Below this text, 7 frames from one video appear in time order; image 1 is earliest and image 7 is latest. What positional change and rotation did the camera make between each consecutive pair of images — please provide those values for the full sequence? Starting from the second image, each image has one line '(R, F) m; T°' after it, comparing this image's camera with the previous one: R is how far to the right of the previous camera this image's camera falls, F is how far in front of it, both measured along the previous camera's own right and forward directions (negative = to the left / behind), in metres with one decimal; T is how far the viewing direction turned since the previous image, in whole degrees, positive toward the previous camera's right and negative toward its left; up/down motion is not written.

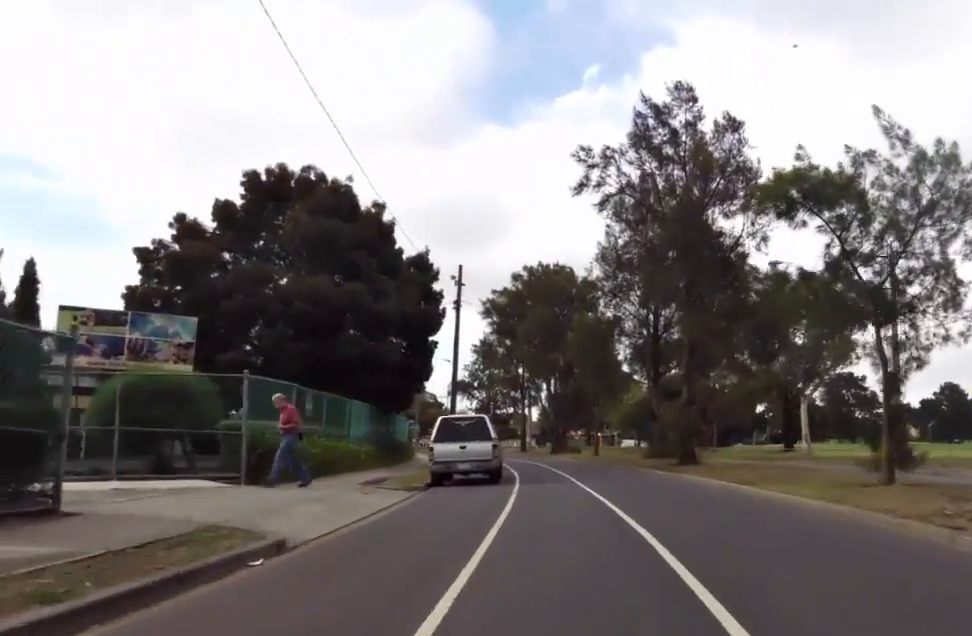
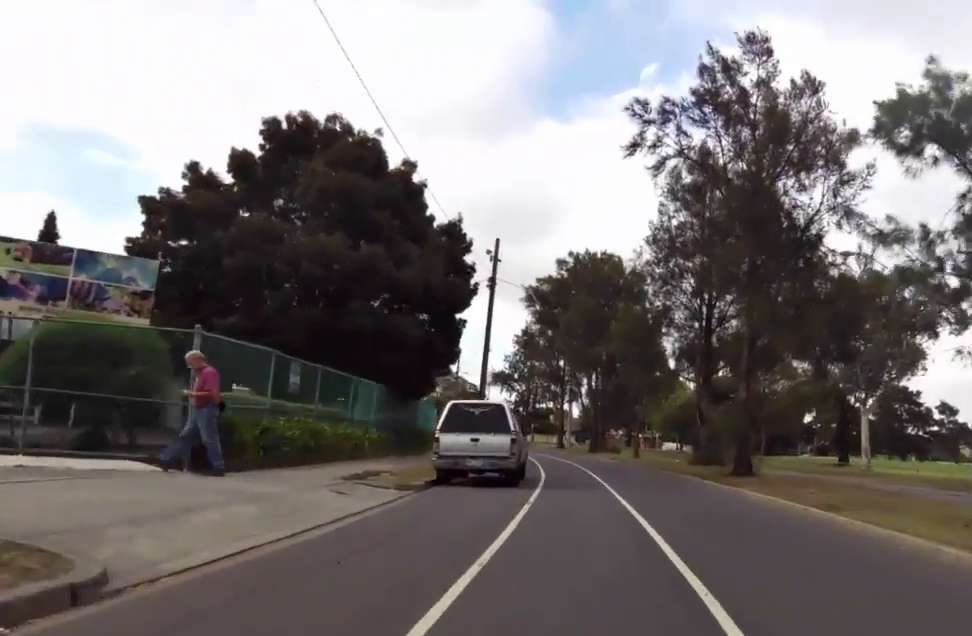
(+0.3, +3.7) m; -3°
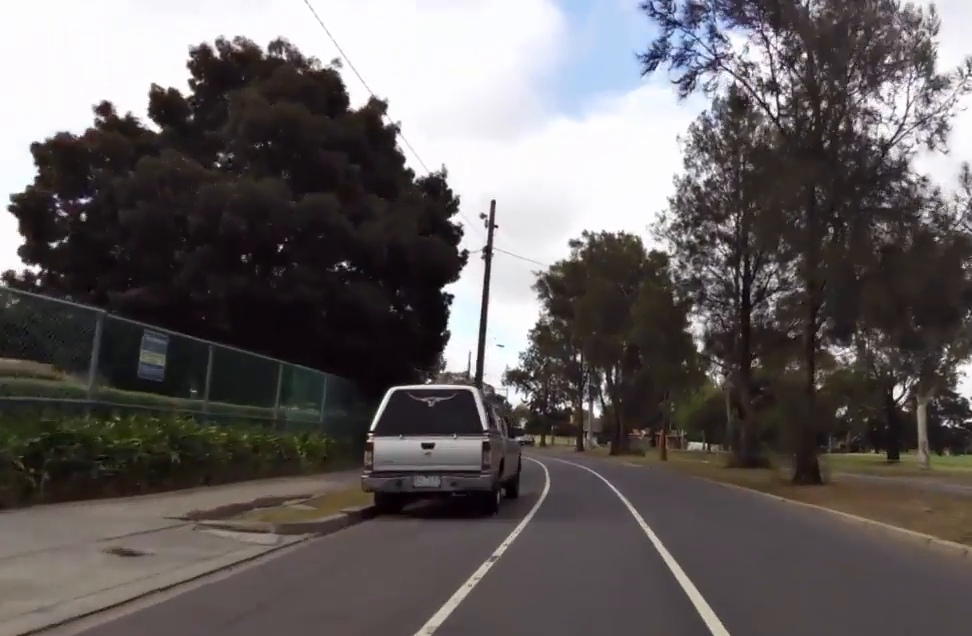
(+0.6, +5.4) m; -4°
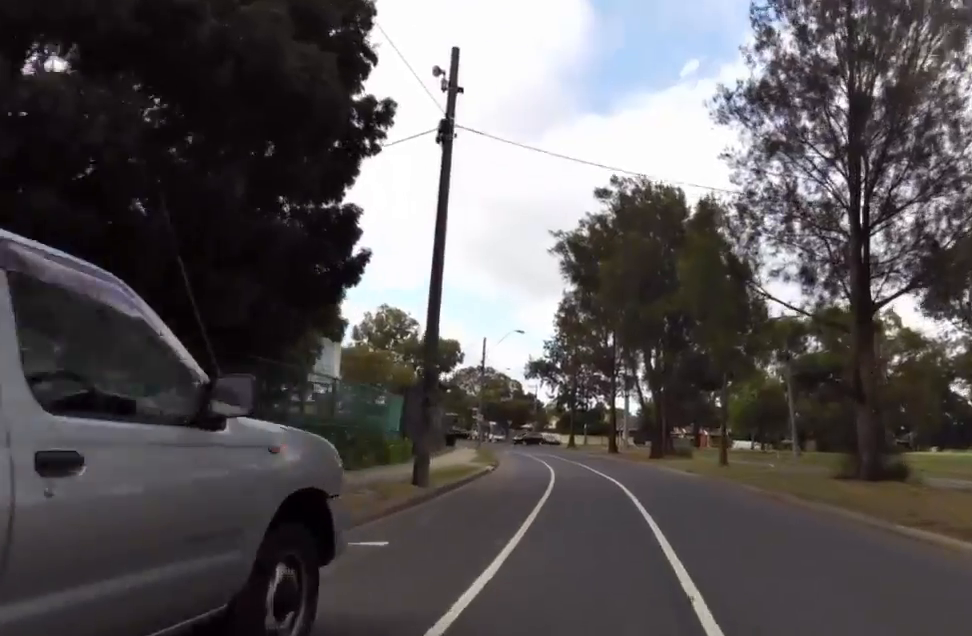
(-1.2, +10.8) m; +1°
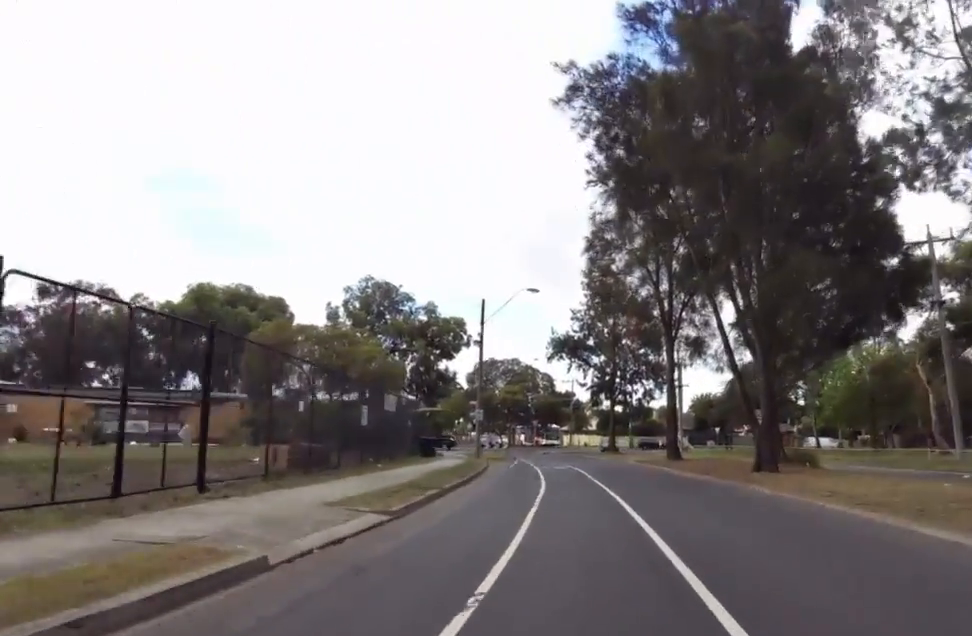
(+0.7, +18.8) m; -4°
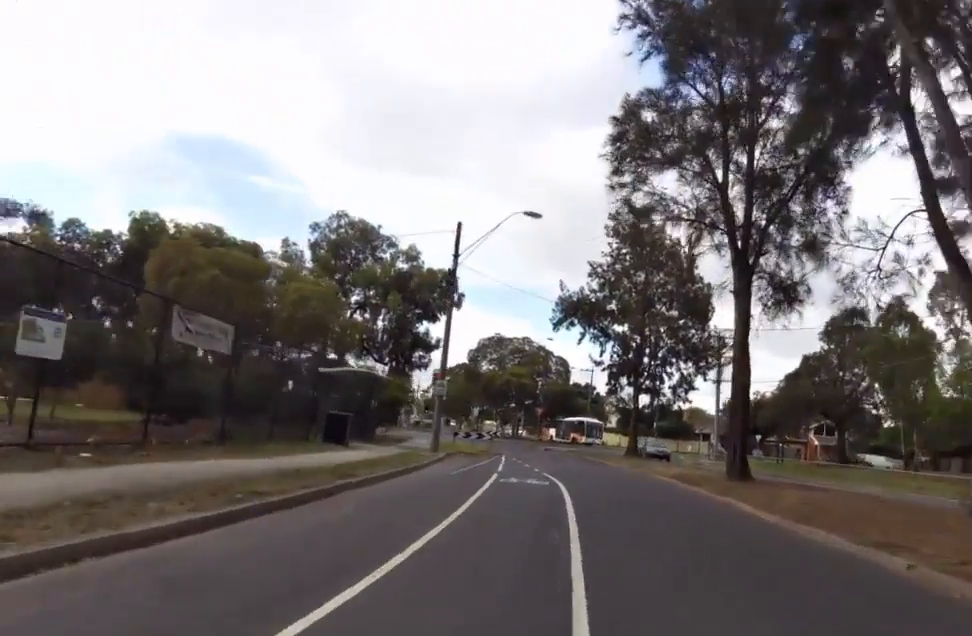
(-0.7, +13.4) m; -6°
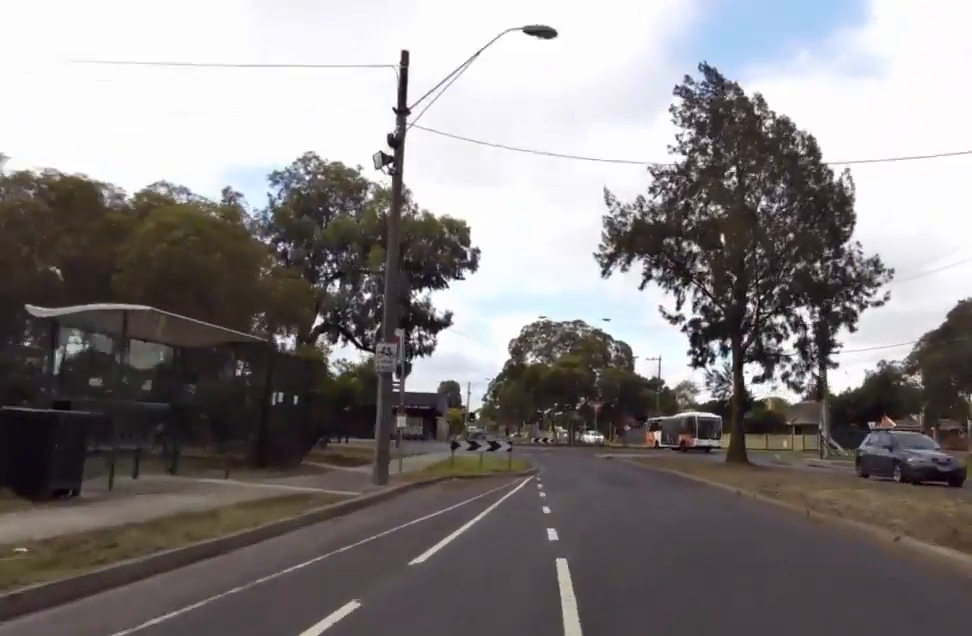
(-0.5, +14.3) m; +2°
